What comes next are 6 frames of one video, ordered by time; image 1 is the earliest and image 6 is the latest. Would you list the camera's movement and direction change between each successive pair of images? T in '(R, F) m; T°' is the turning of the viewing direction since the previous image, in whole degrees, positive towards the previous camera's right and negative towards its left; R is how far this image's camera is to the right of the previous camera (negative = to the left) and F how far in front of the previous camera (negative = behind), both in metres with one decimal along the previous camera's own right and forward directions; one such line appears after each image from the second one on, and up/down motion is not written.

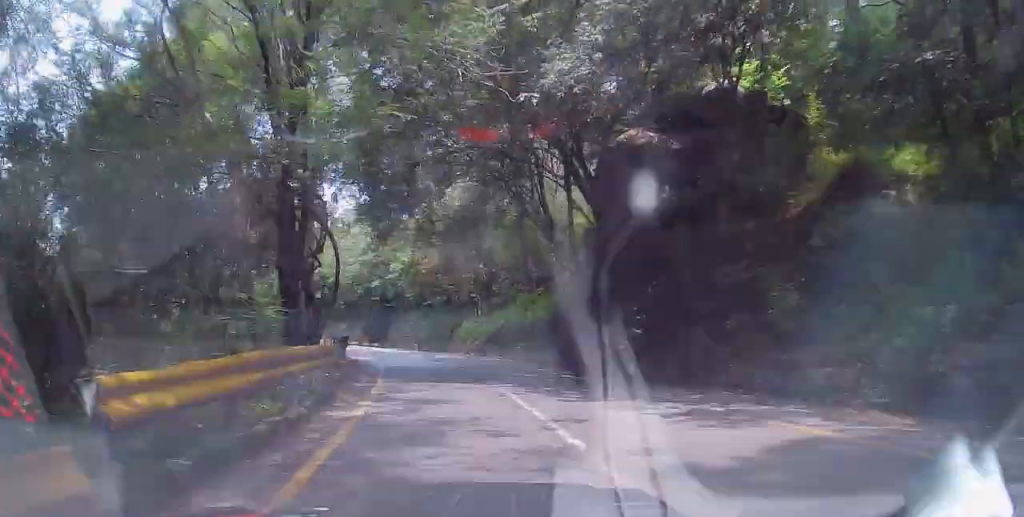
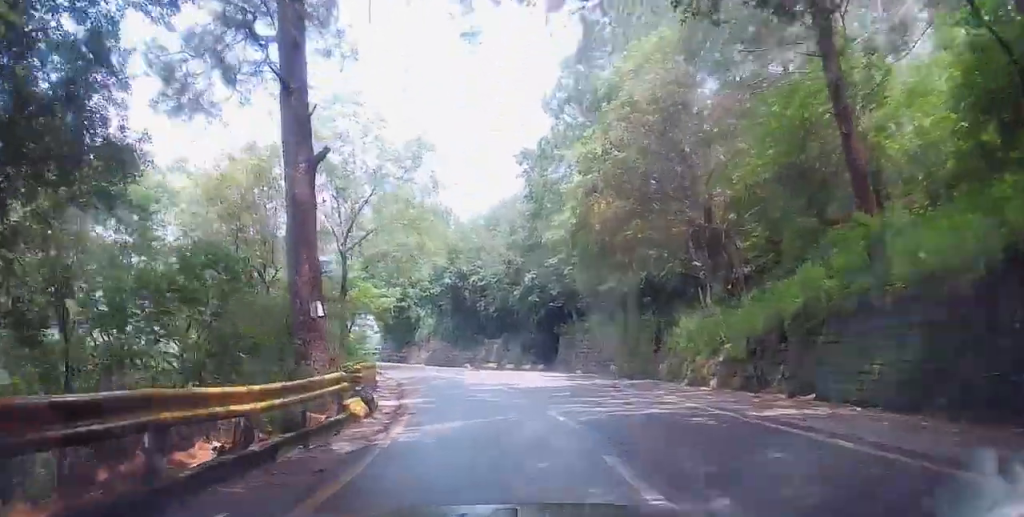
(-2.3, +20.4) m; -11°
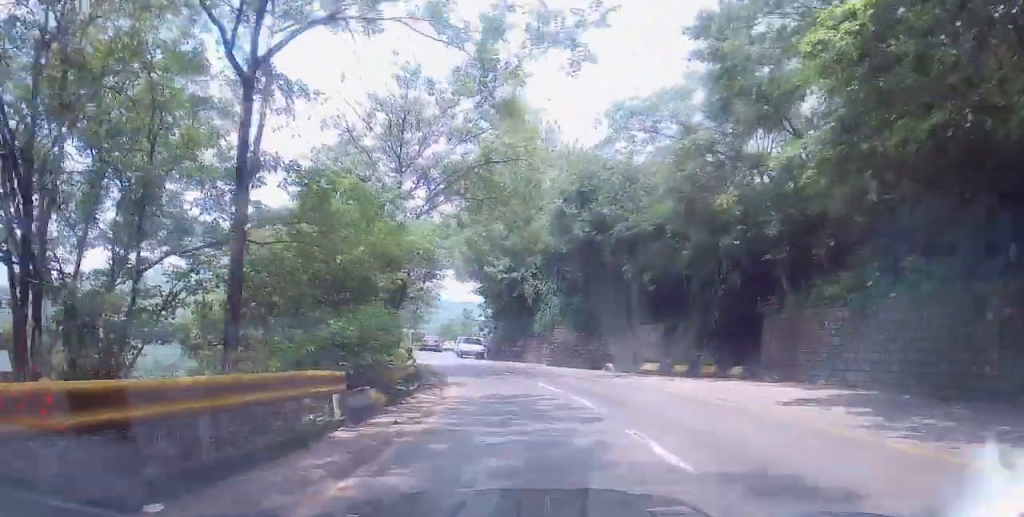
(-2.7, +17.8) m; -21°
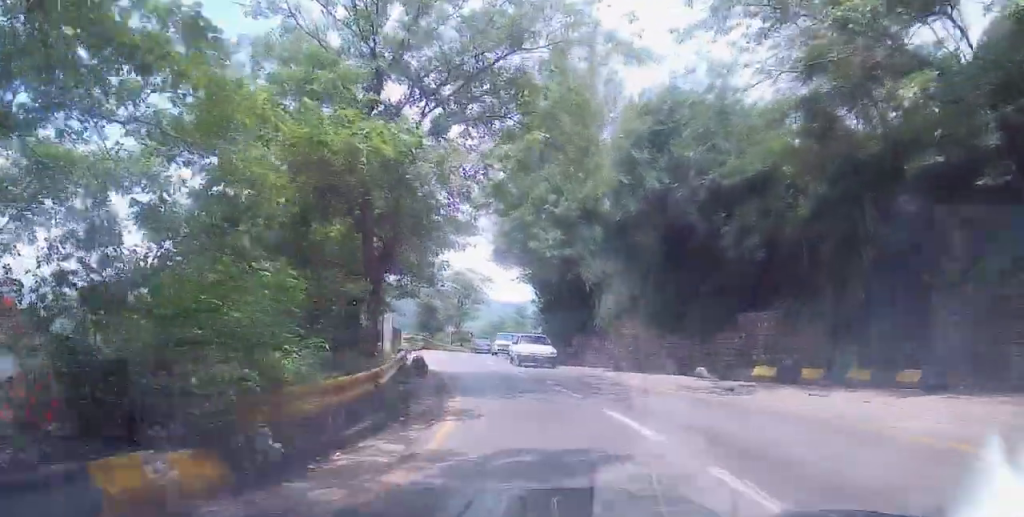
(-0.6, +8.8) m; -3°
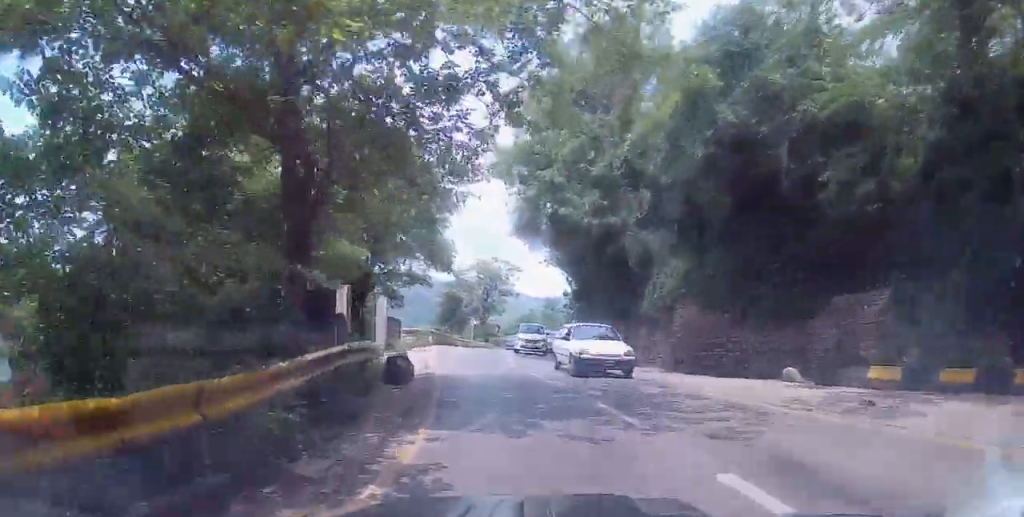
(-0.1, +5.9) m; -1°
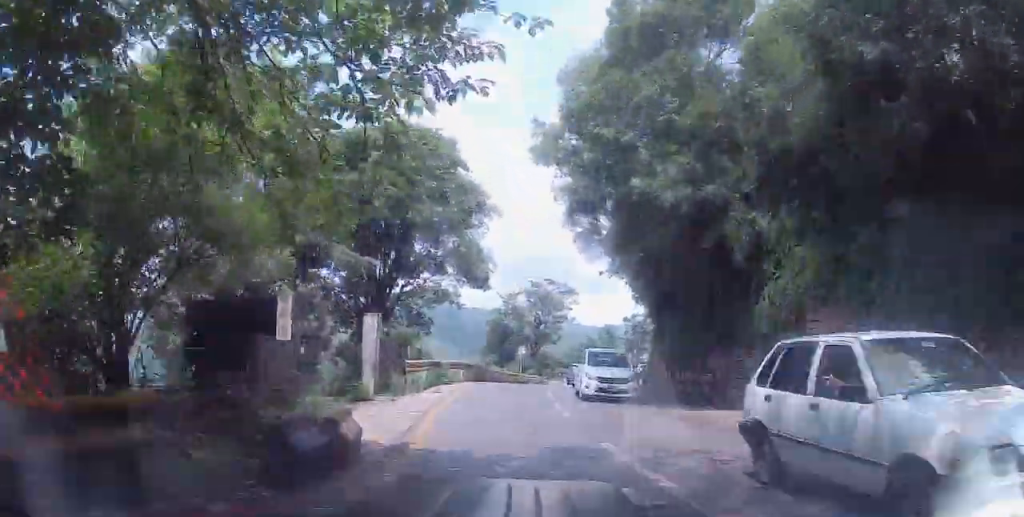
(0.0, +7.4) m; -1°
